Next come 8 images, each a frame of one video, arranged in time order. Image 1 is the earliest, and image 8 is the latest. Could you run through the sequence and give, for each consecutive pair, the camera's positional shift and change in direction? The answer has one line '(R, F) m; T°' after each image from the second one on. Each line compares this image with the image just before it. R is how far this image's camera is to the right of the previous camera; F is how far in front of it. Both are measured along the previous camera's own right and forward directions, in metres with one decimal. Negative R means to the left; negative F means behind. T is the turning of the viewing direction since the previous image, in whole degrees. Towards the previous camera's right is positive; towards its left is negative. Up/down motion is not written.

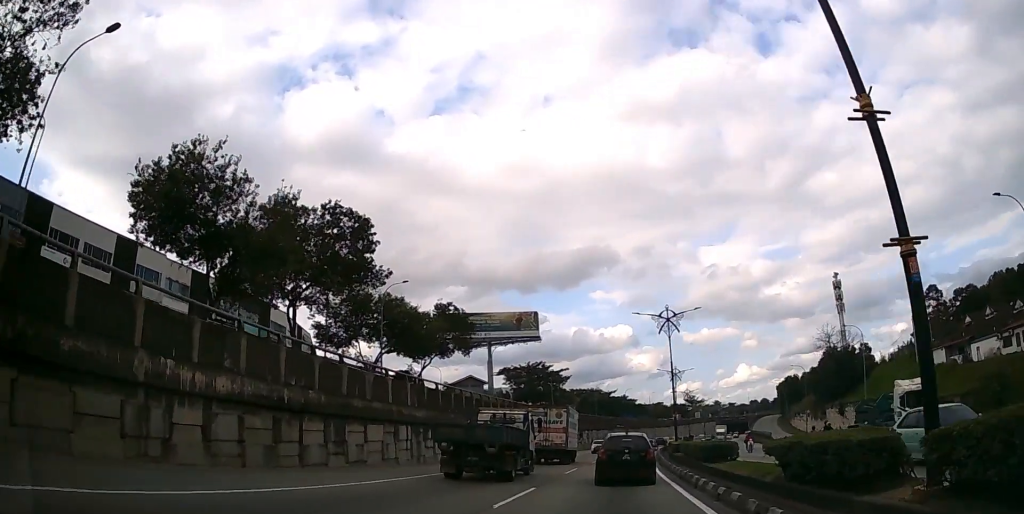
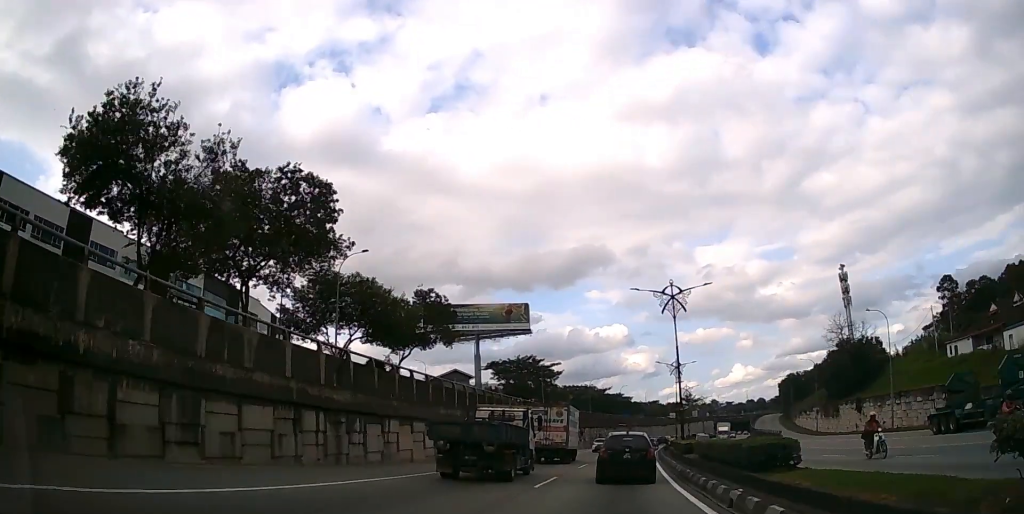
(0.0, +6.2) m; 0°
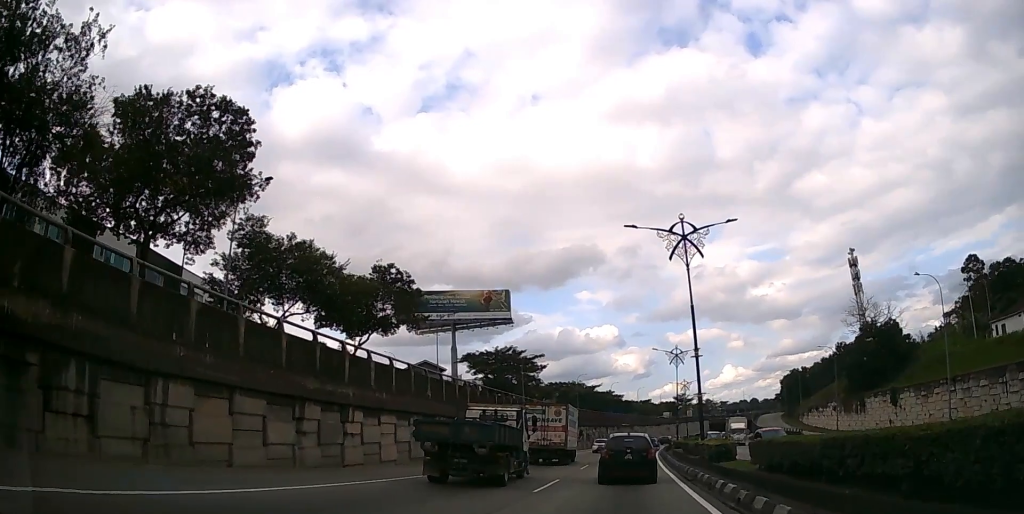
(0.0, +12.9) m; +1°
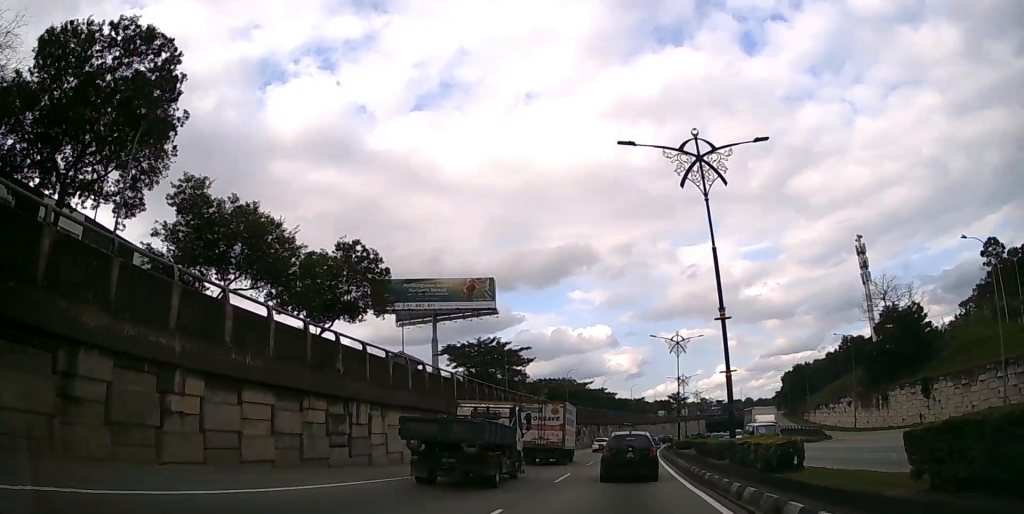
(+0.1, +8.4) m; +1°
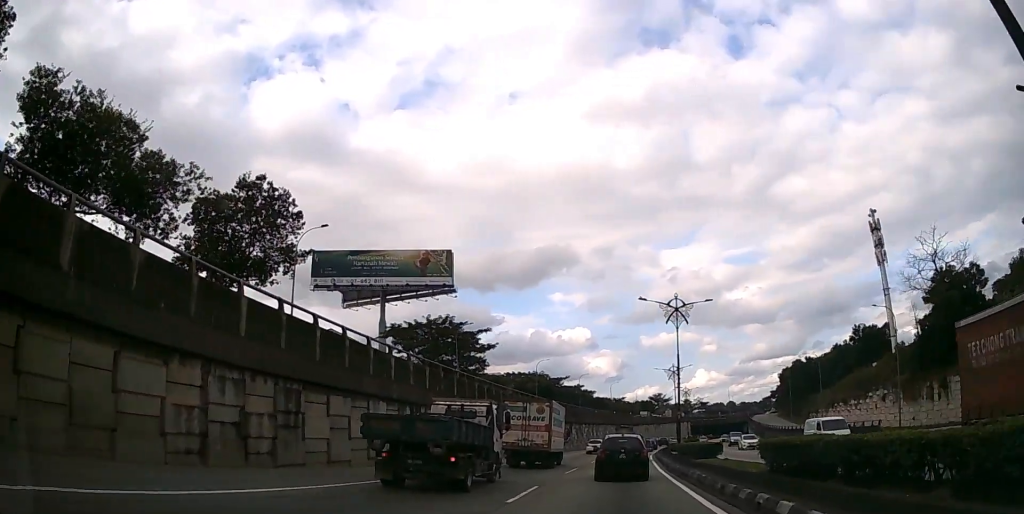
(+0.1, +17.5) m; +1°
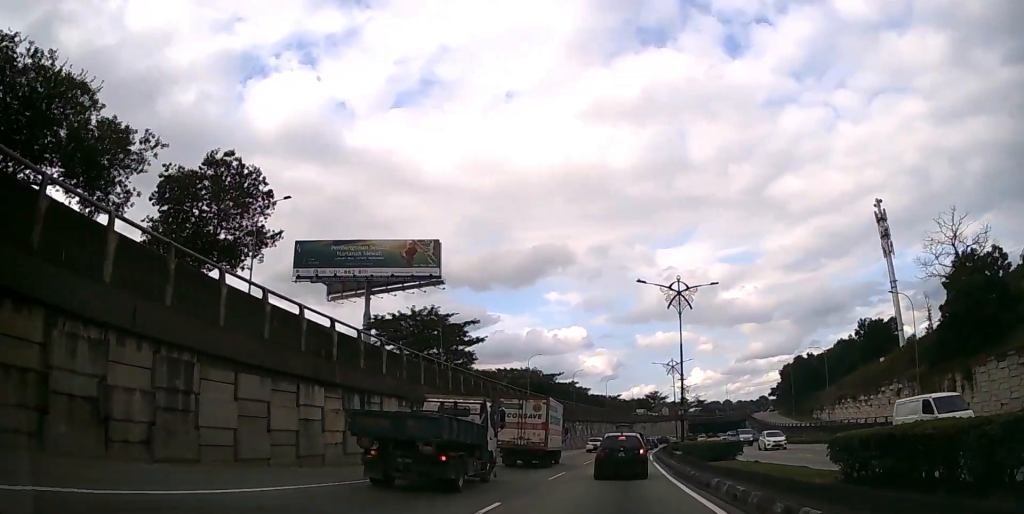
(0.0, +4.4) m; +1°
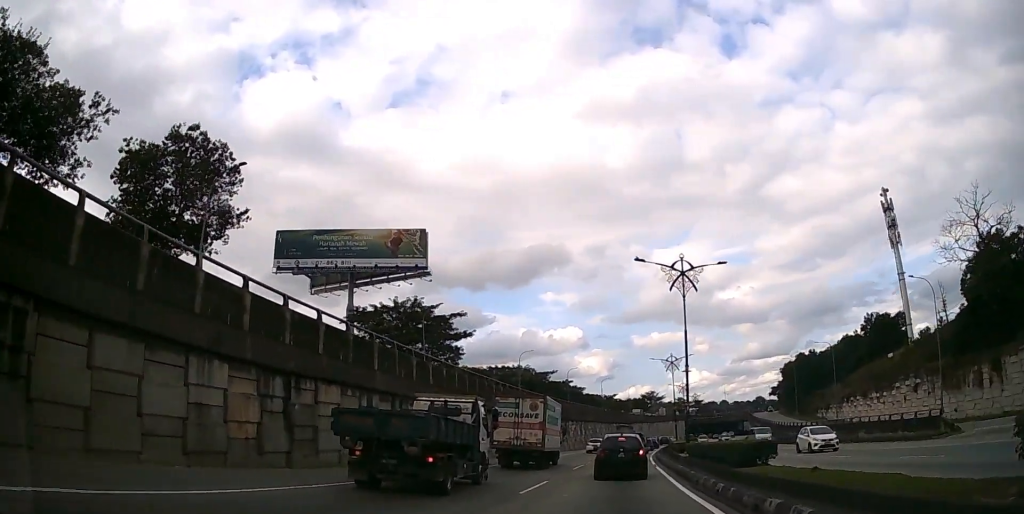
(+0.1, +5.1) m; +1°
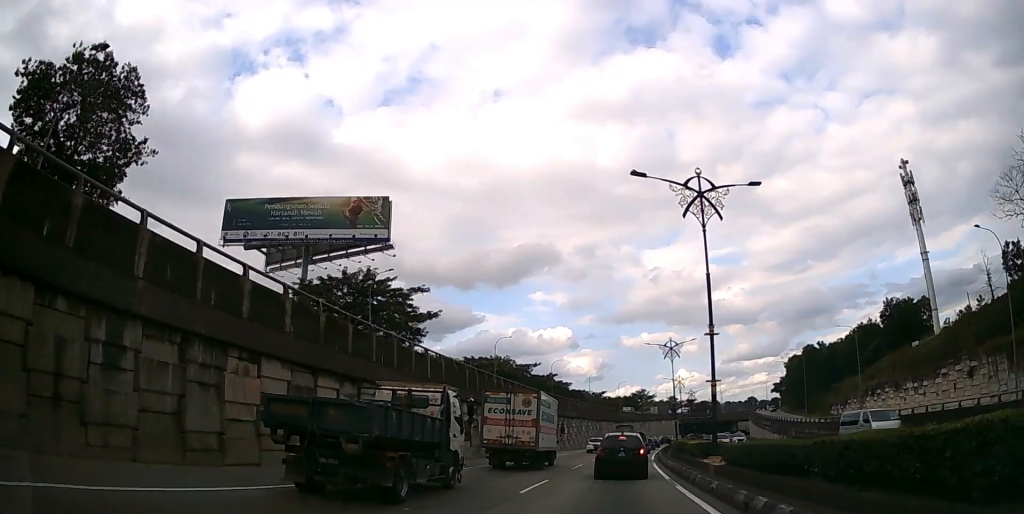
(+0.1, +11.8) m; +1°
